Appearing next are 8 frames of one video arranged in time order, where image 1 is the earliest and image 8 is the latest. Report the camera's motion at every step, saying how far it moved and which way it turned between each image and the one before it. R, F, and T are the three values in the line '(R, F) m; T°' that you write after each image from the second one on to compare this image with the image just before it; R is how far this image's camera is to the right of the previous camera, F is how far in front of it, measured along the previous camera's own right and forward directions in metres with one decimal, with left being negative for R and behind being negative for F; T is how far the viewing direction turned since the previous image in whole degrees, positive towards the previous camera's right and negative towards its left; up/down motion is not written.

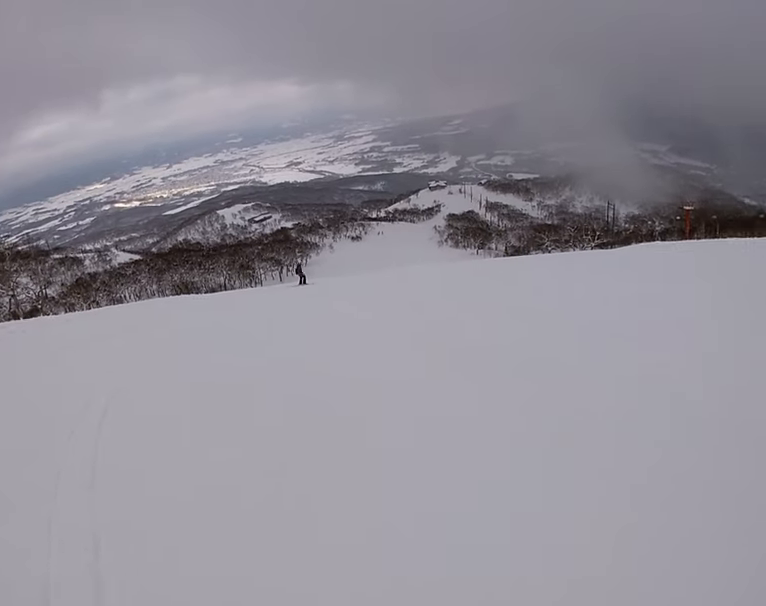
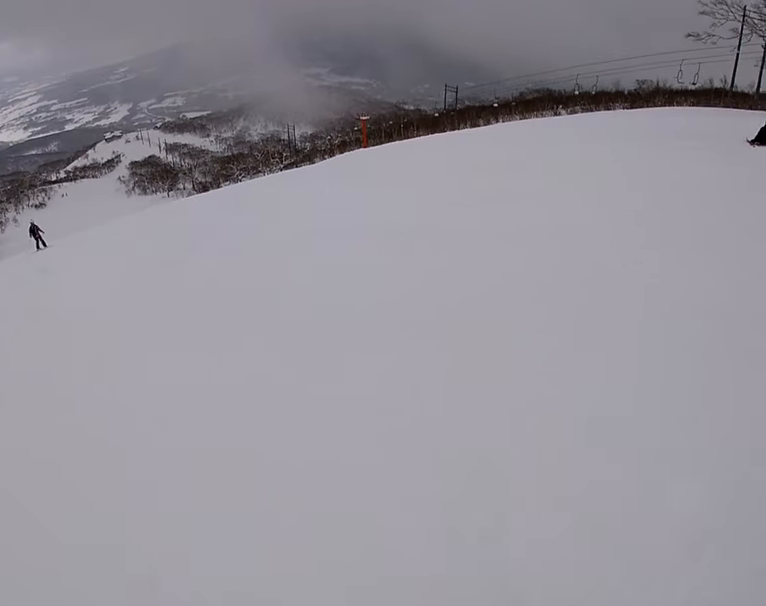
(+1.2, +3.3) m; +37°
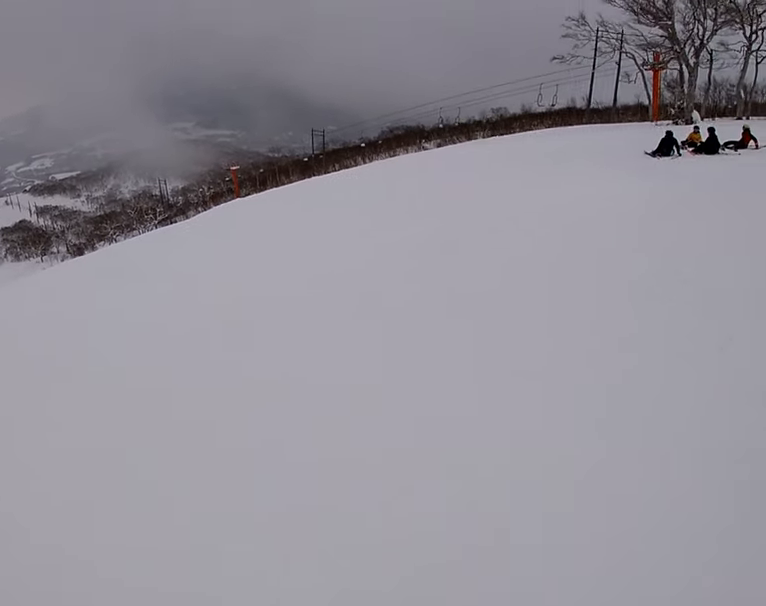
(+0.8, +1.7) m; +1°
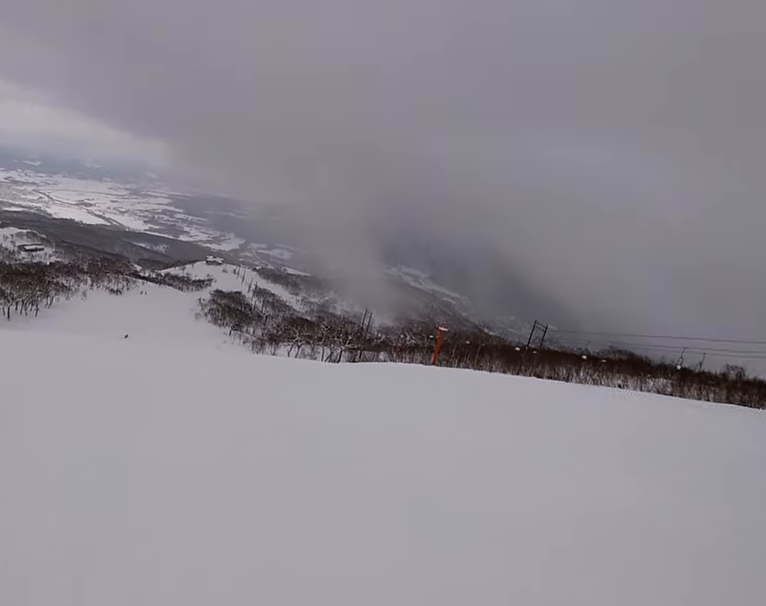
(-1.9, +7.9) m; -32°
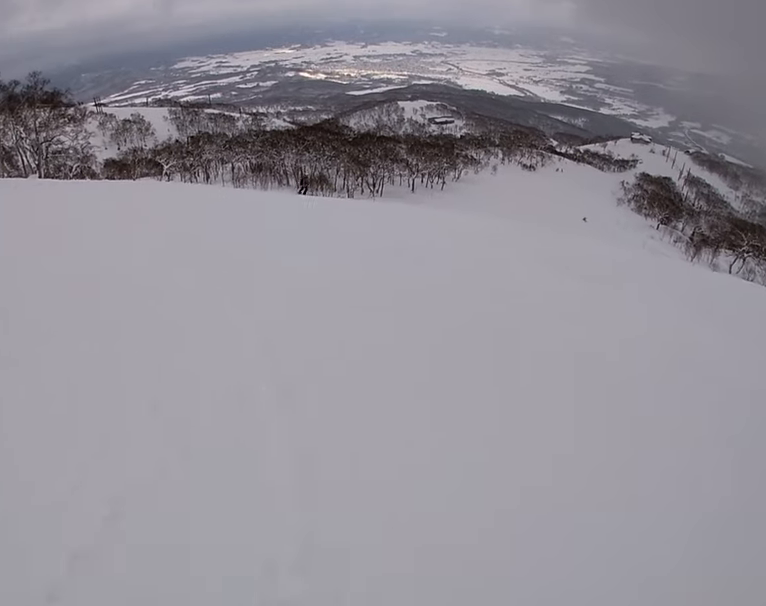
(-1.8, +6.4) m; -47°
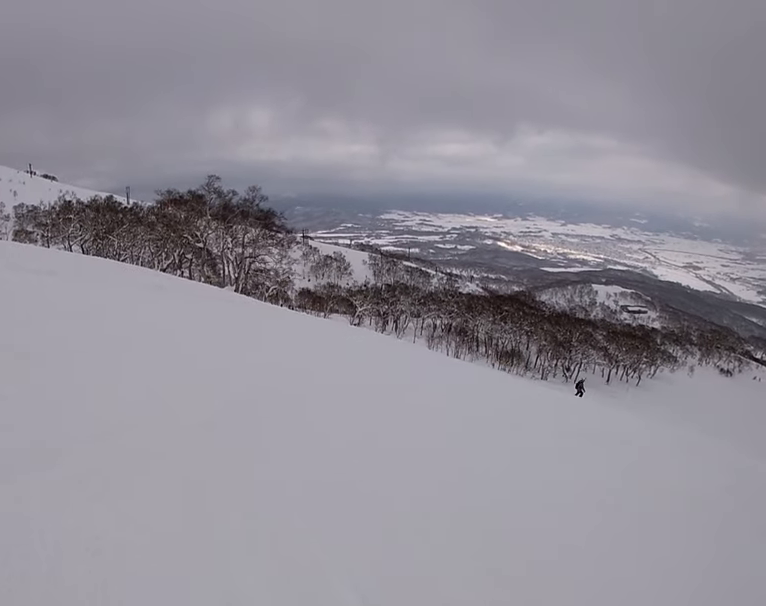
(-1.7, +4.0) m; -18°
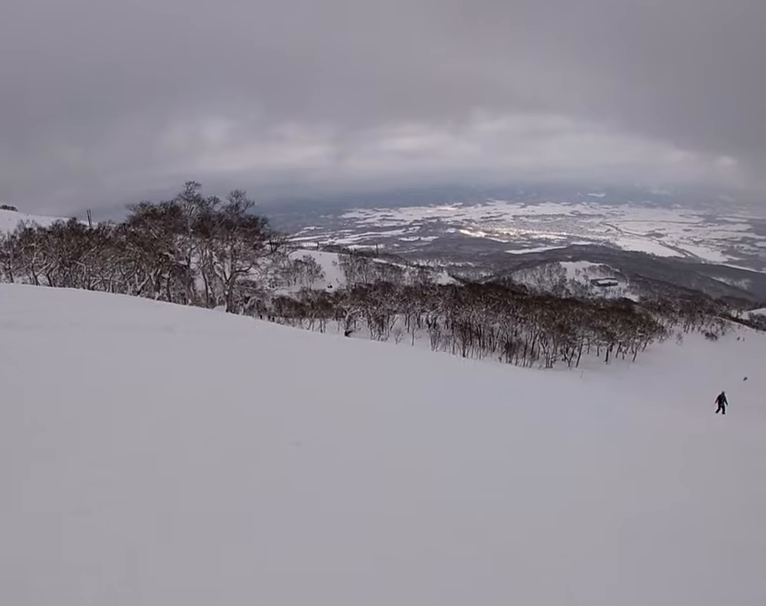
(+0.7, +5.8) m; +21°
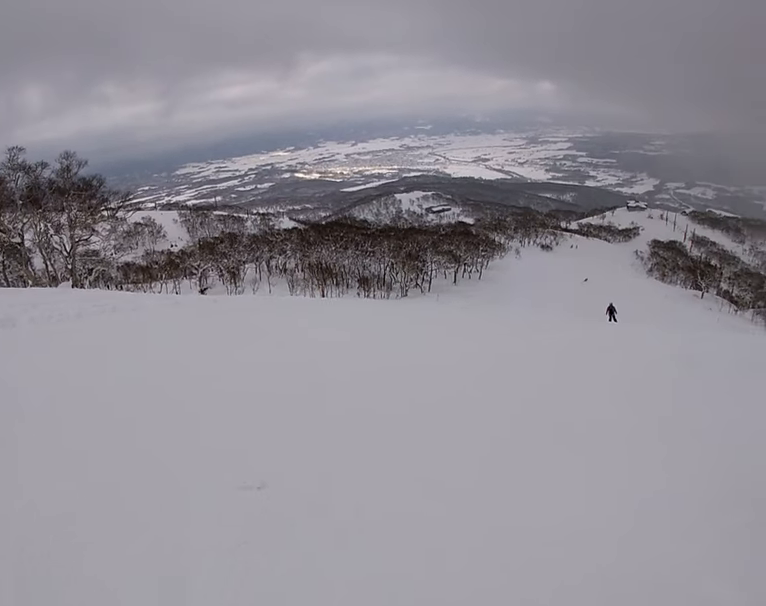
(+0.2, +2.2) m; +18°
